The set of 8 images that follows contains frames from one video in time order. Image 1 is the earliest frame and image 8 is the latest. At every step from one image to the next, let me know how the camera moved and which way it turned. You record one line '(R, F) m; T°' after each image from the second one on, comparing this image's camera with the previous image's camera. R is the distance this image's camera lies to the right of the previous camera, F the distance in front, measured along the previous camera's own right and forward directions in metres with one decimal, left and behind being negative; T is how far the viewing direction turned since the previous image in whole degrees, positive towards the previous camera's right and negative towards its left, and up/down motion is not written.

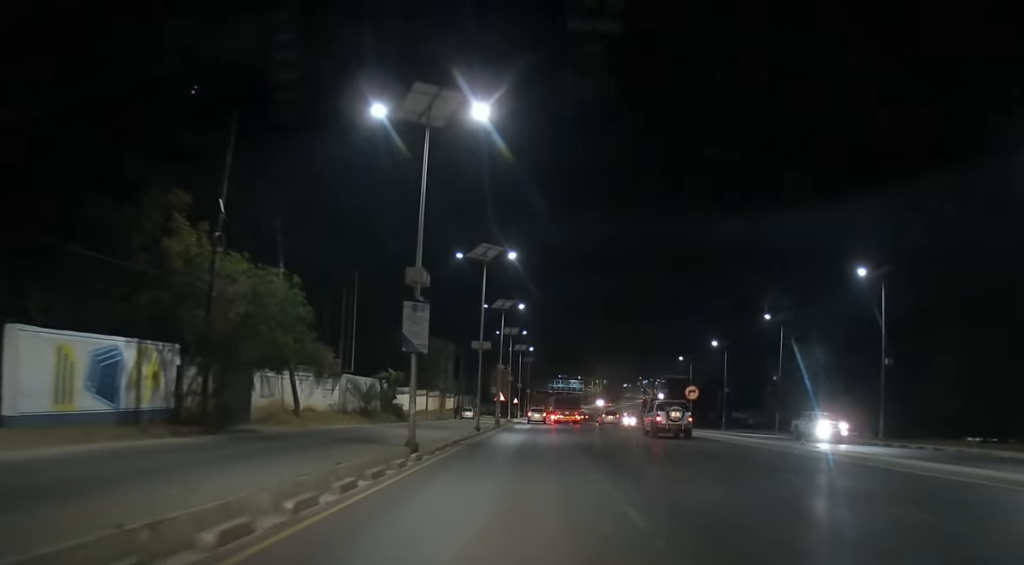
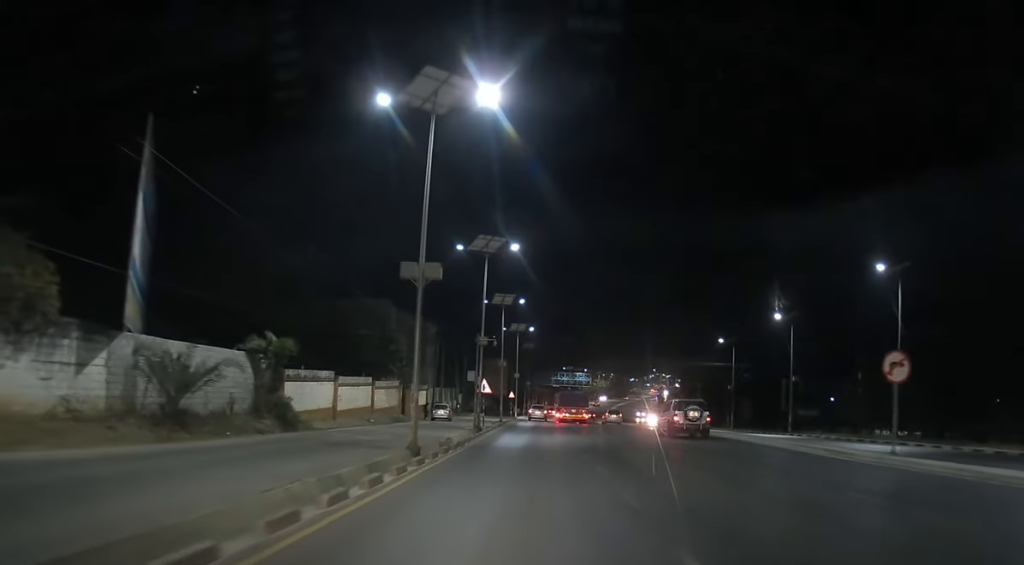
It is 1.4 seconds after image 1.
(-0.1, +25.3) m; 0°
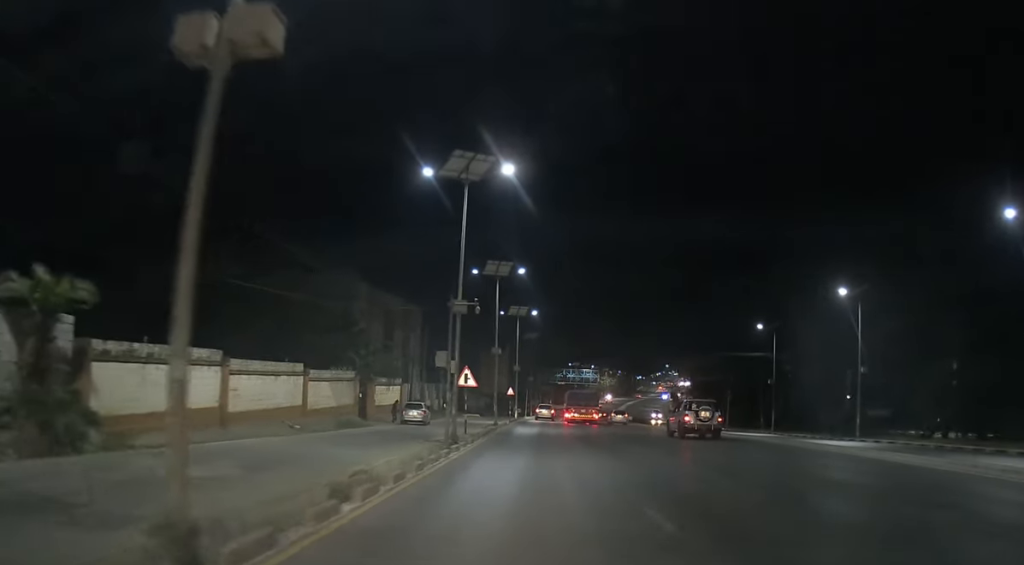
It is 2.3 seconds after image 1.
(0.0, +15.3) m; 0°
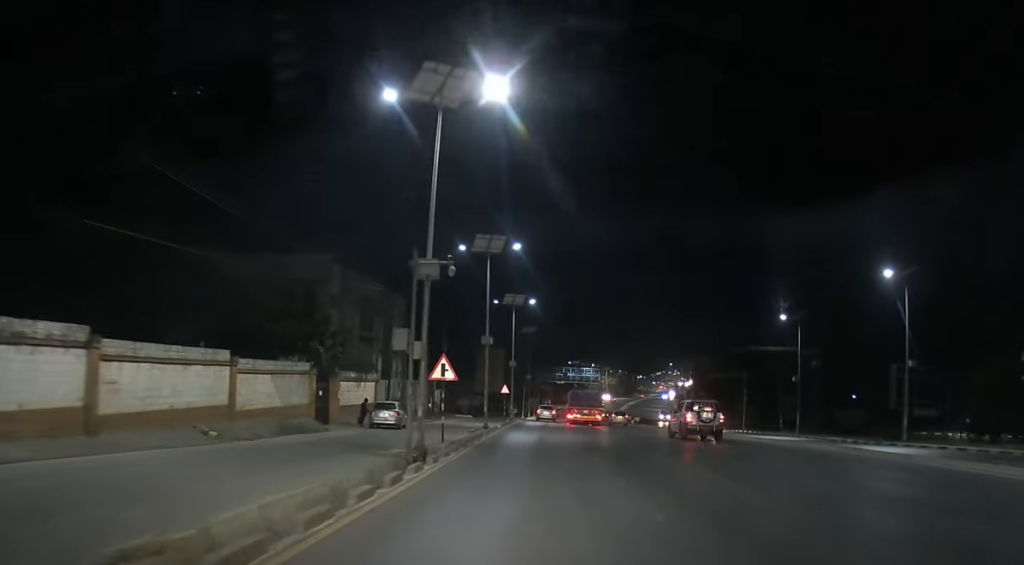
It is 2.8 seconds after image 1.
(0.0, +8.3) m; 0°
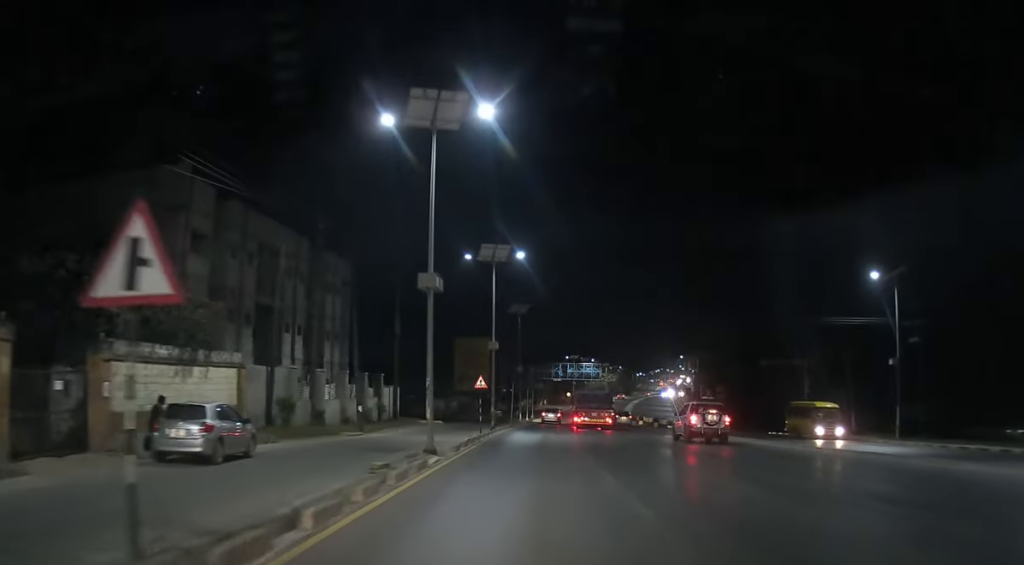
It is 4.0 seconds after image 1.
(+0.1, +21.9) m; +1°
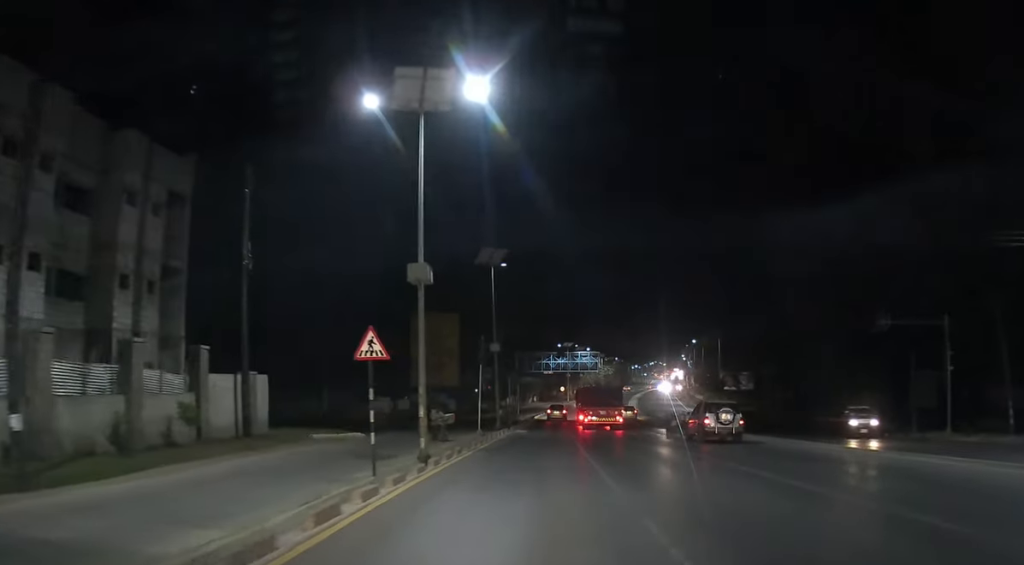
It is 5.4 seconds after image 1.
(+0.1, +25.7) m; +1°
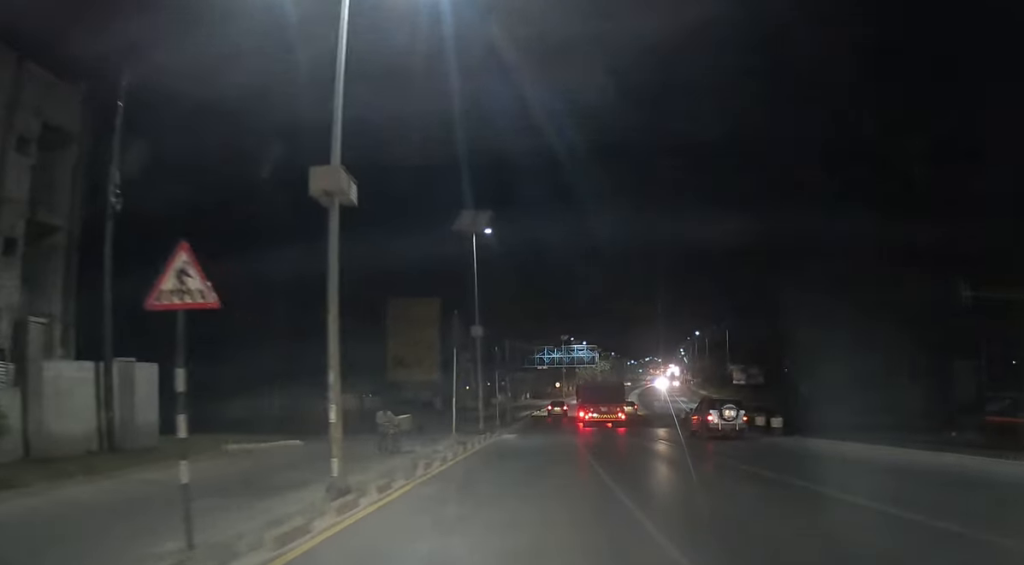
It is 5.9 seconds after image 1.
(0.0, +9.0) m; +1°
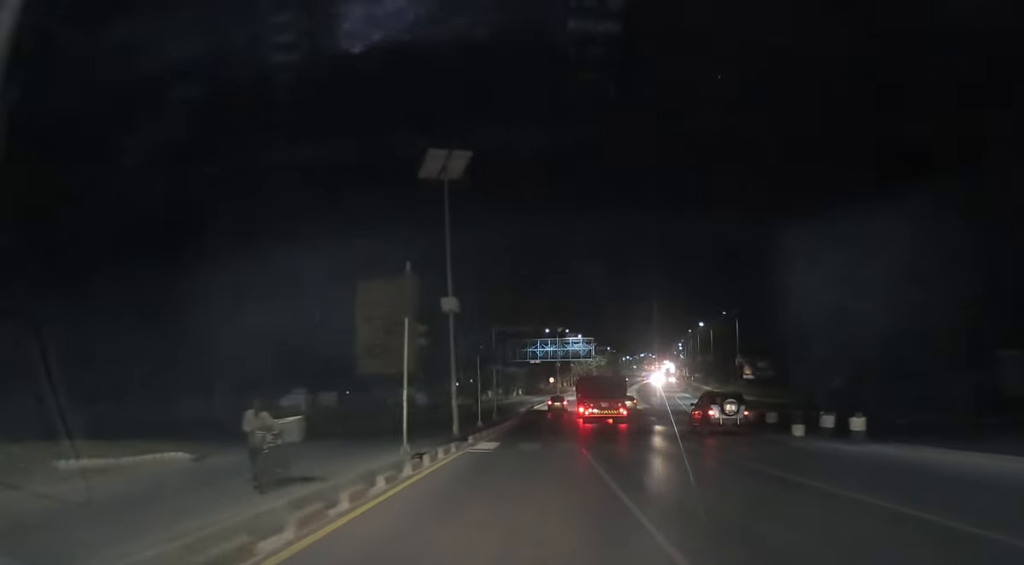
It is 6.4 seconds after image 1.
(+0.1, +9.3) m; +1°
